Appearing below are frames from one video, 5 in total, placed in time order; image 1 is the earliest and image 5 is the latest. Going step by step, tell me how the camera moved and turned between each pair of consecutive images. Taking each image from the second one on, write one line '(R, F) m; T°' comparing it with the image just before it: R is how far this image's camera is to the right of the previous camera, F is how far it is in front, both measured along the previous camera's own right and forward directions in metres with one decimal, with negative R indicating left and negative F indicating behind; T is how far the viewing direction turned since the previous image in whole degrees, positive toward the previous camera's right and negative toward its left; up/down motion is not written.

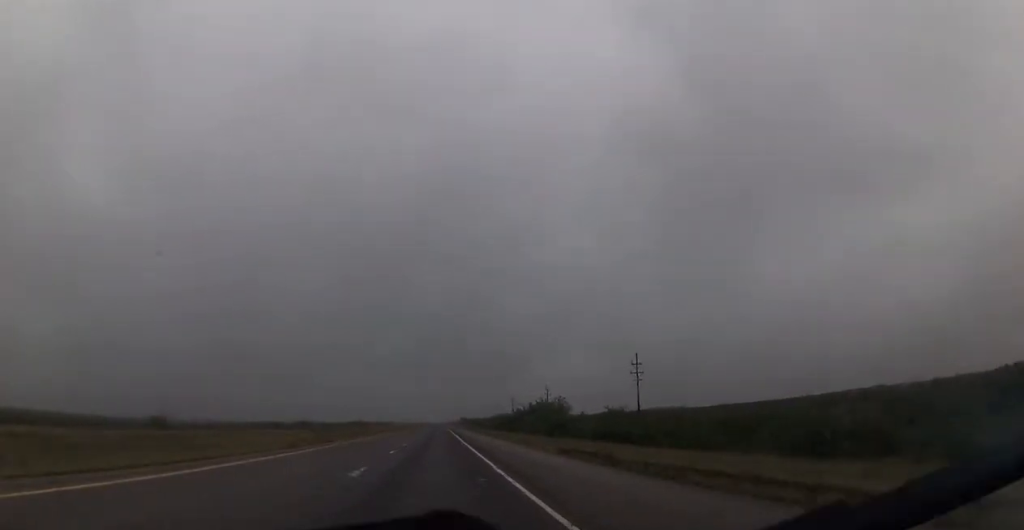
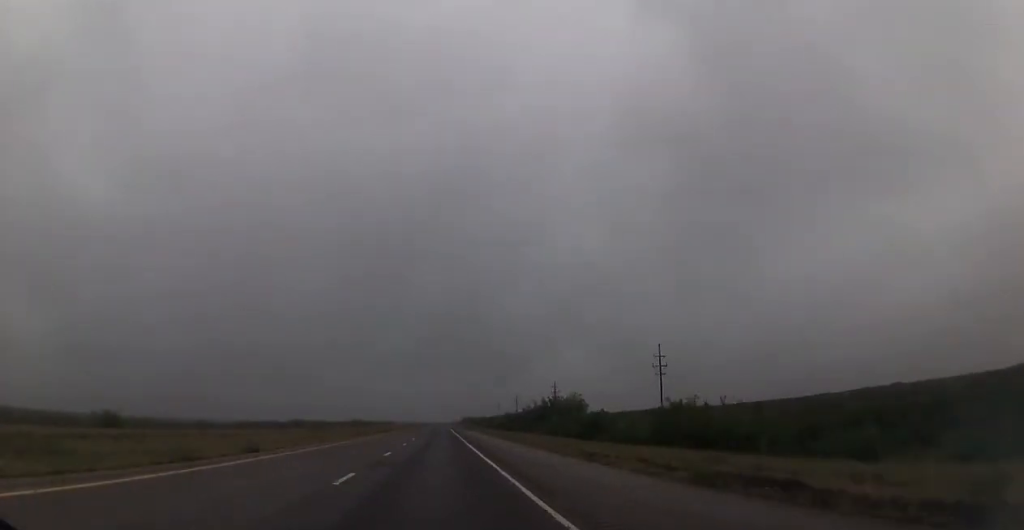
(0.0, +14.5) m; 0°
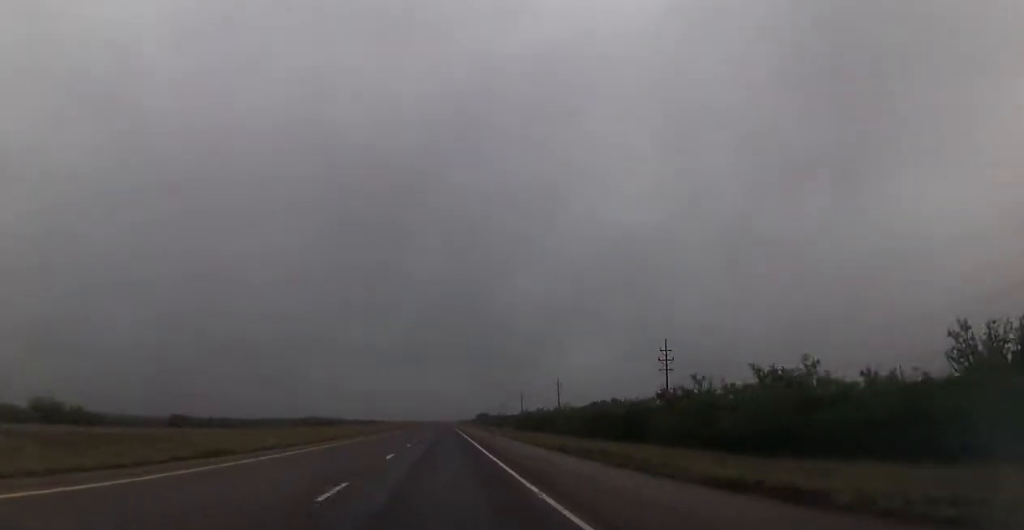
(-1.6, +123.9) m; -1°
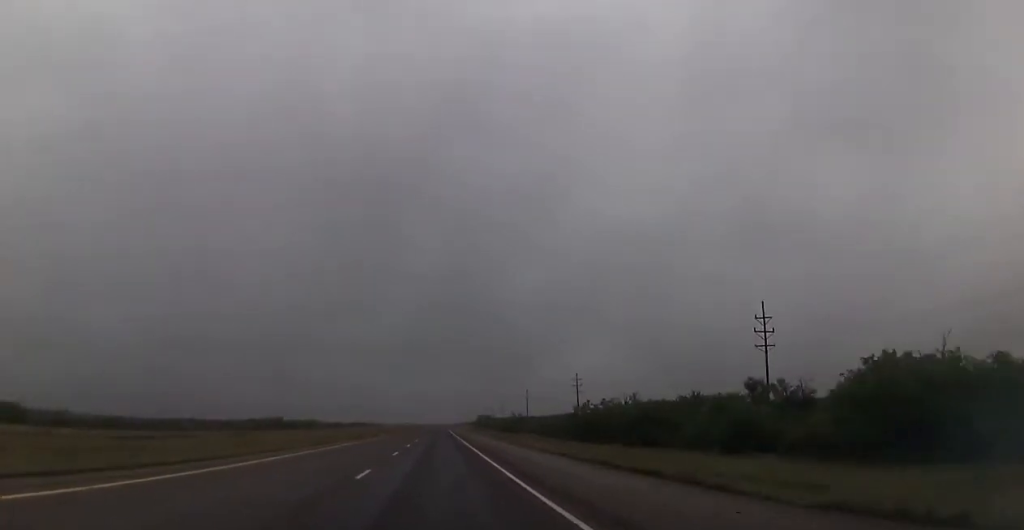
(+0.5, +43.3) m; +1°
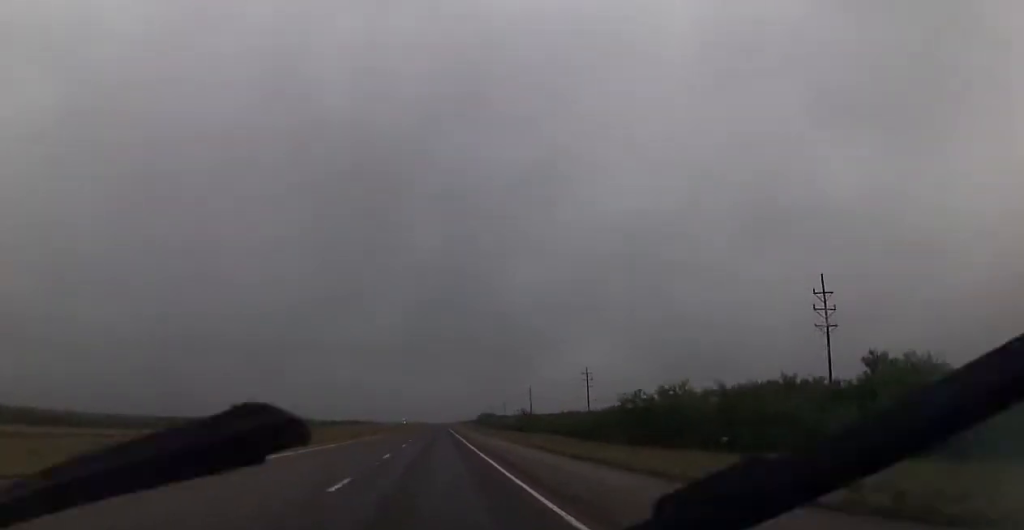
(0.0, +15.6) m; 0°
